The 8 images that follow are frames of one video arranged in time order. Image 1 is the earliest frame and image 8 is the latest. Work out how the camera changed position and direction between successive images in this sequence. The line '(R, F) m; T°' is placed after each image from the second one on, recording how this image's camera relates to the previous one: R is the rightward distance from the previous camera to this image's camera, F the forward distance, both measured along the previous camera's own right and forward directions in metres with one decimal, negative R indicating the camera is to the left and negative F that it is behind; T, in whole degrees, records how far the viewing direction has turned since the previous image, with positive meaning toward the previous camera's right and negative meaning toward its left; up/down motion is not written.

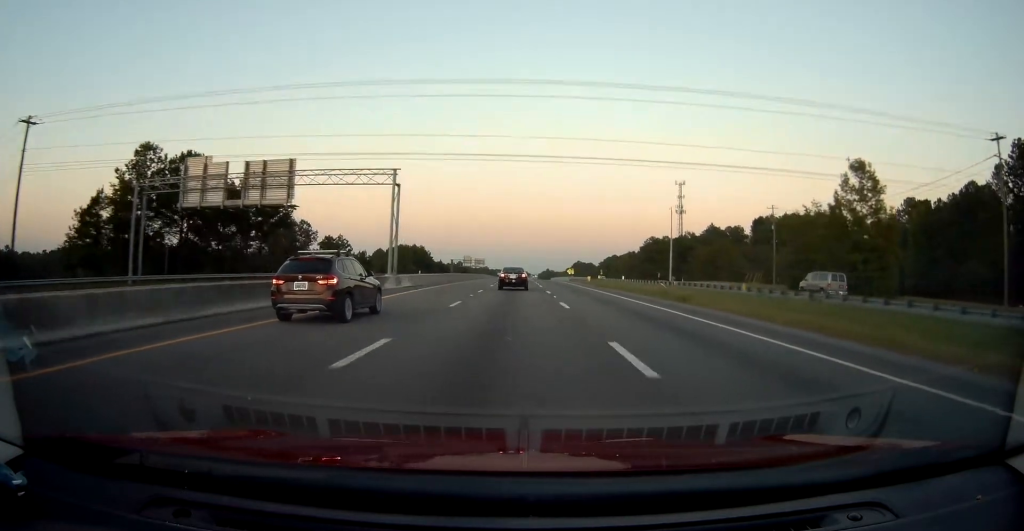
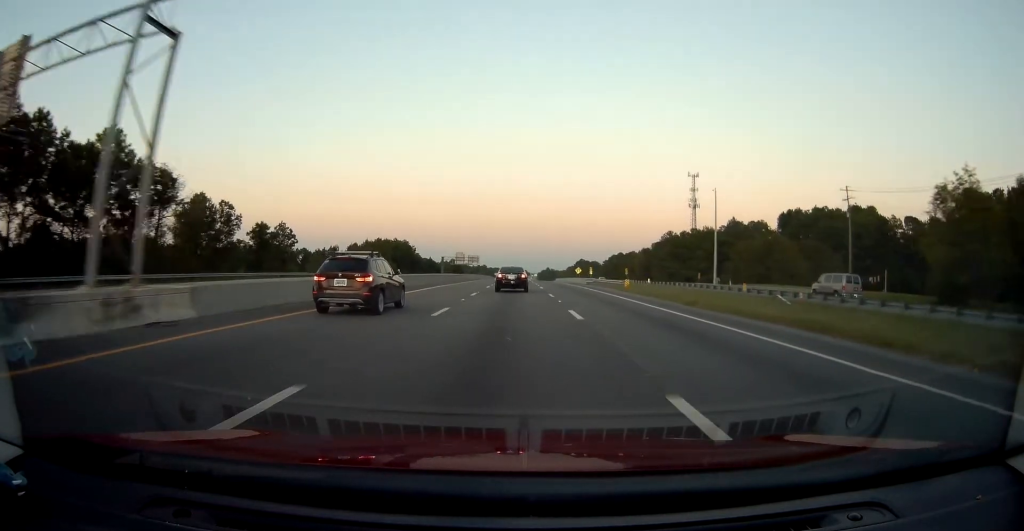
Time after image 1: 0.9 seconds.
(-0.1, +28.5) m; 0°
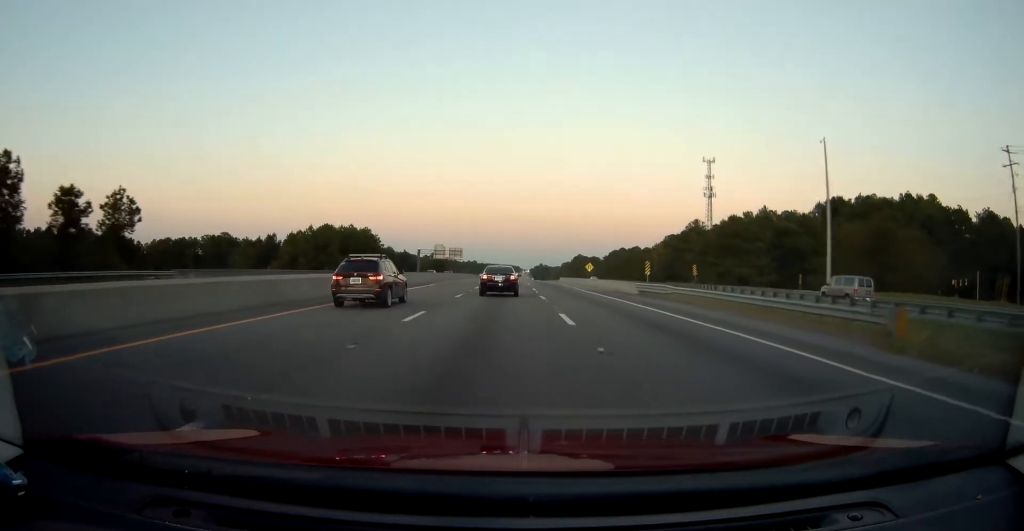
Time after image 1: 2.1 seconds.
(+0.3, +38.1) m; +1°
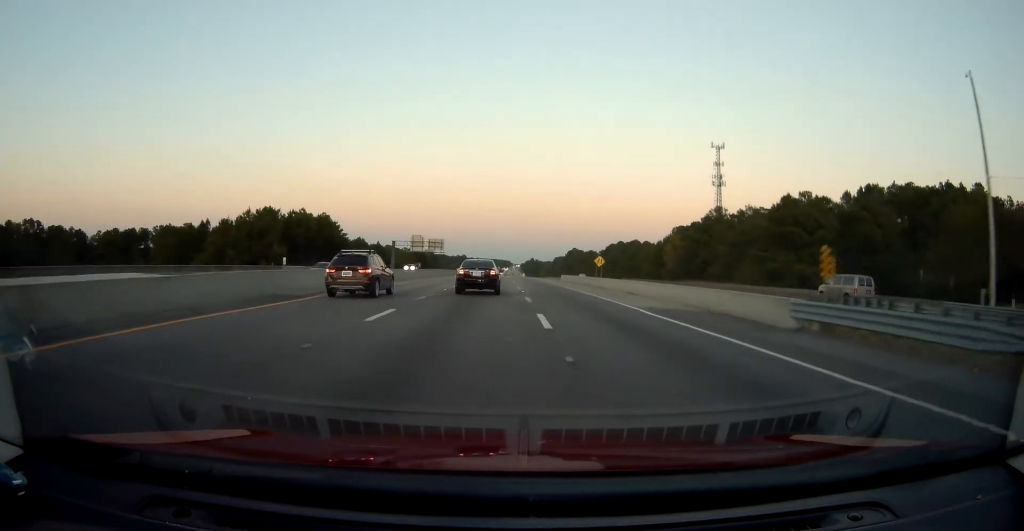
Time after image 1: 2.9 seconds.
(0.0, +25.5) m; 0°
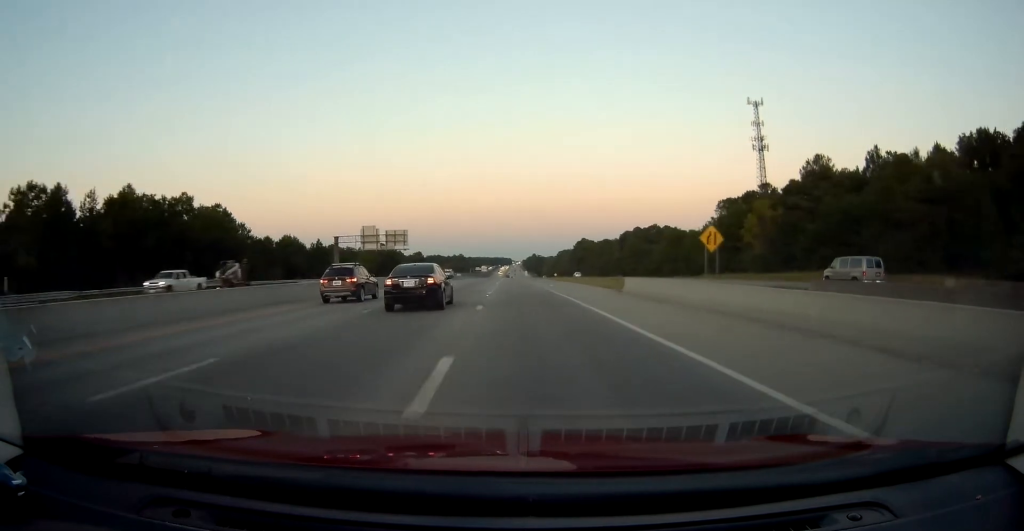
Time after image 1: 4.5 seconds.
(+0.3, +52.7) m; 0°
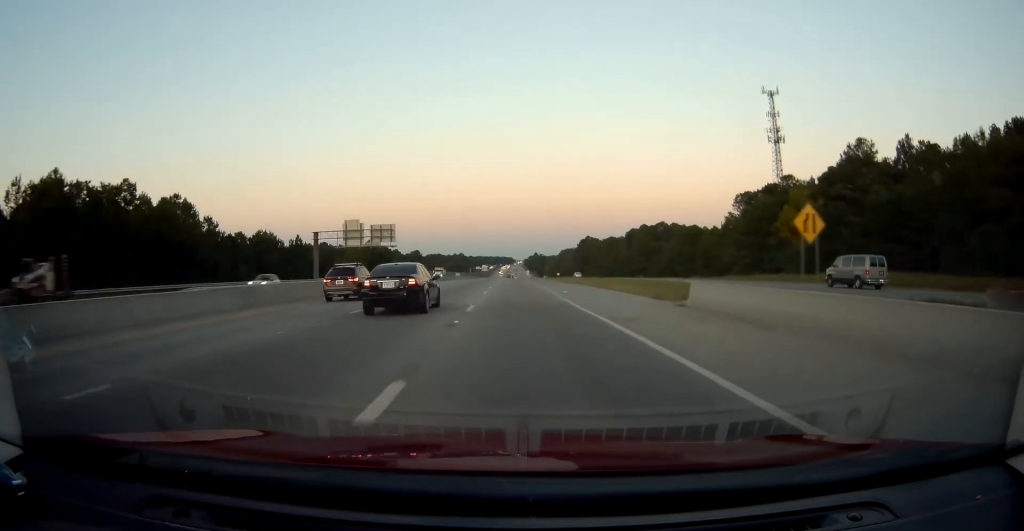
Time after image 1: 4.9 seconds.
(0.0, +13.1) m; 0°
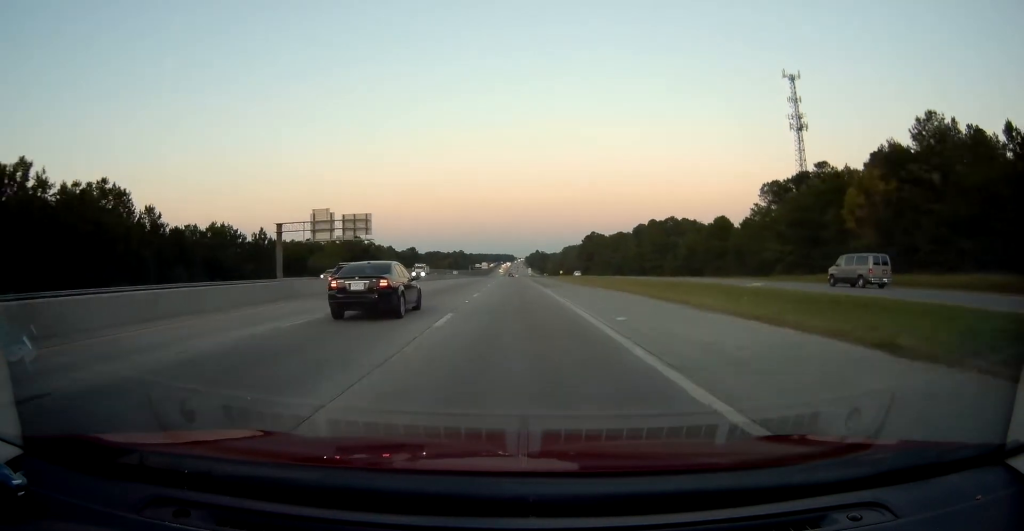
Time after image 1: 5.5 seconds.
(-0.1, +17.6) m; 0°
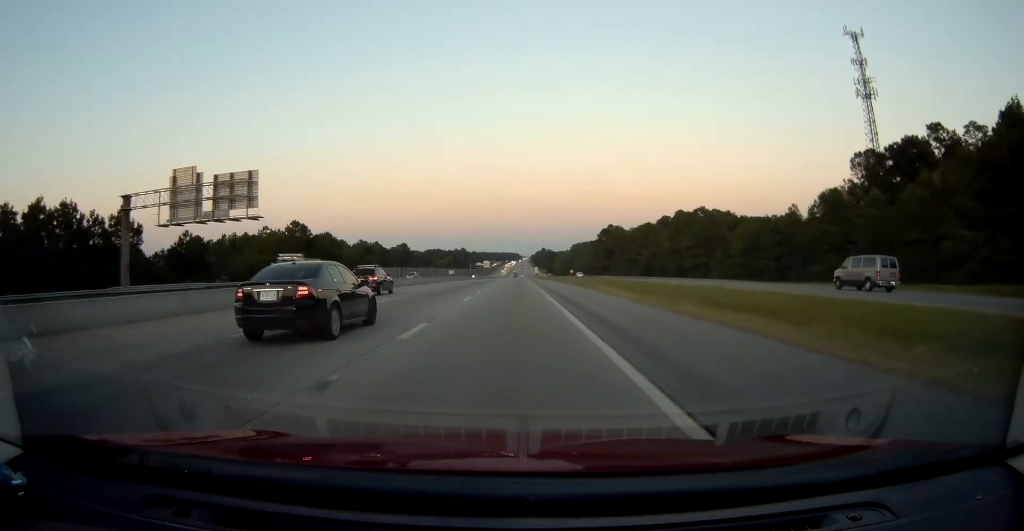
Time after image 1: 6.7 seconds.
(0.0, +41.8) m; 0°
